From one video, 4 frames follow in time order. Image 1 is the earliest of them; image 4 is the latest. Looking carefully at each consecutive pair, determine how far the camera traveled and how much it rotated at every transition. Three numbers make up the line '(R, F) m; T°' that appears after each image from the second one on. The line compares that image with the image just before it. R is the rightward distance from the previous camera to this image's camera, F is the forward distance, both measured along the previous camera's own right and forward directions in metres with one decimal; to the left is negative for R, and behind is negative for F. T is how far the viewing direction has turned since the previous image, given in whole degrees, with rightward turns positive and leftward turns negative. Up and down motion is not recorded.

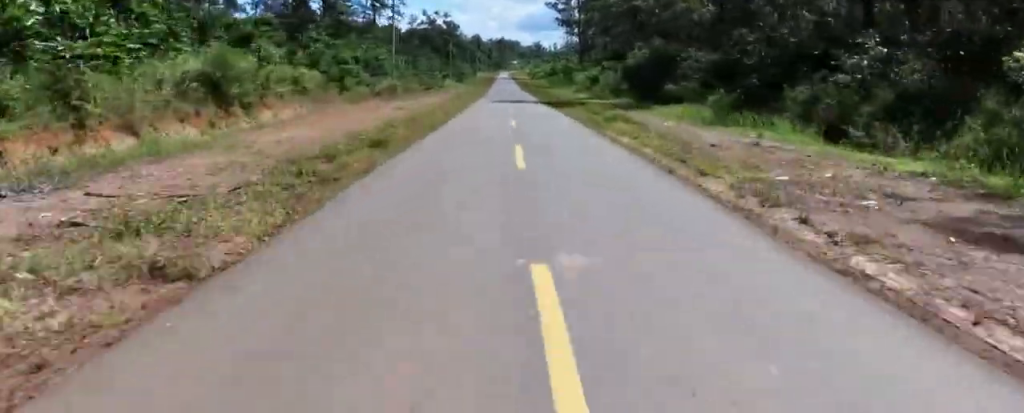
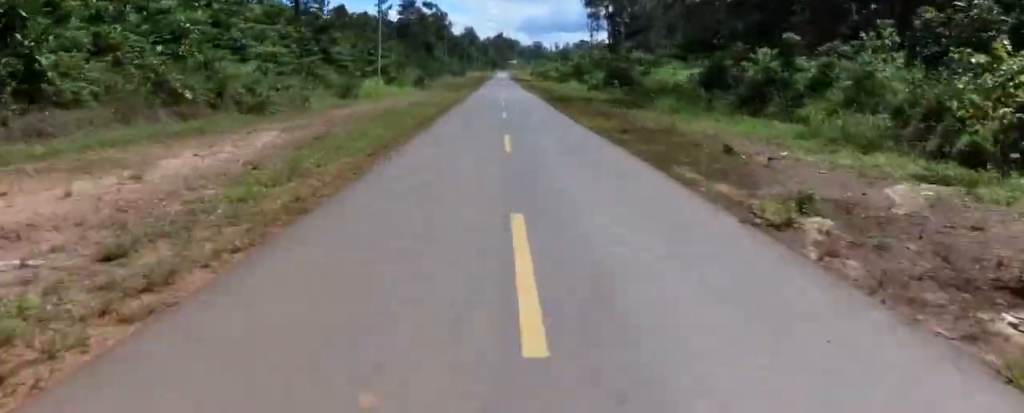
(+0.1, +55.8) m; -1°
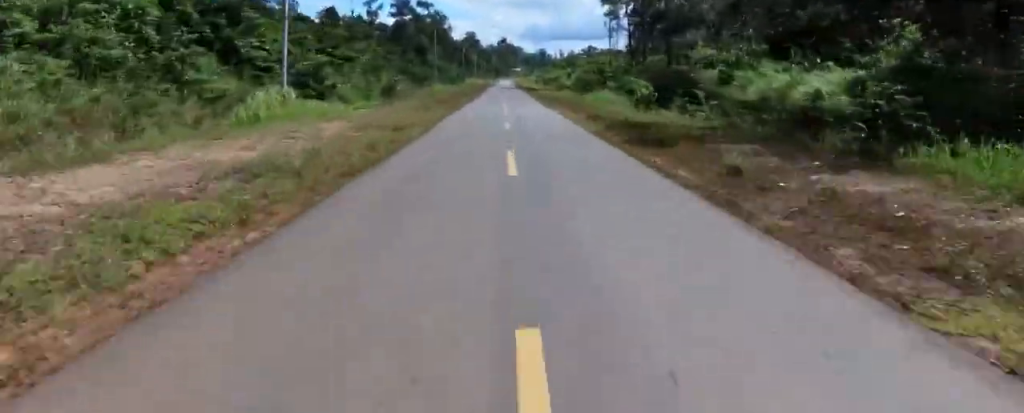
(-0.2, +18.9) m; 0°
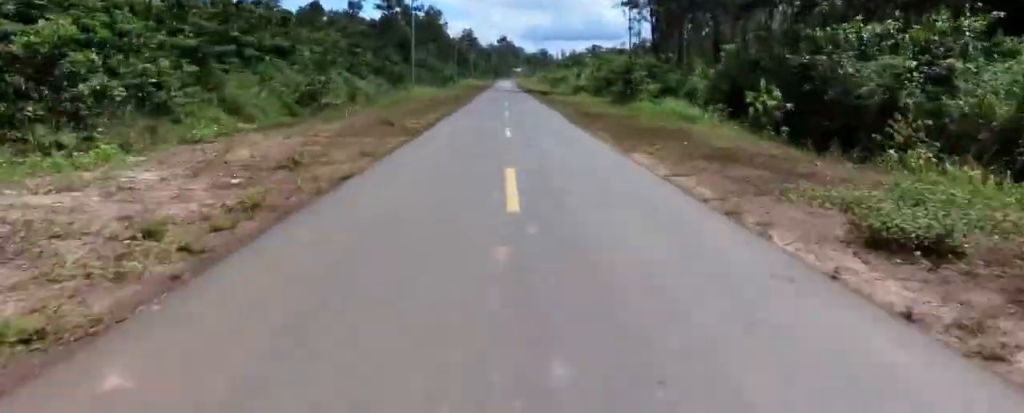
(-0.1, +18.1) m; 0°
